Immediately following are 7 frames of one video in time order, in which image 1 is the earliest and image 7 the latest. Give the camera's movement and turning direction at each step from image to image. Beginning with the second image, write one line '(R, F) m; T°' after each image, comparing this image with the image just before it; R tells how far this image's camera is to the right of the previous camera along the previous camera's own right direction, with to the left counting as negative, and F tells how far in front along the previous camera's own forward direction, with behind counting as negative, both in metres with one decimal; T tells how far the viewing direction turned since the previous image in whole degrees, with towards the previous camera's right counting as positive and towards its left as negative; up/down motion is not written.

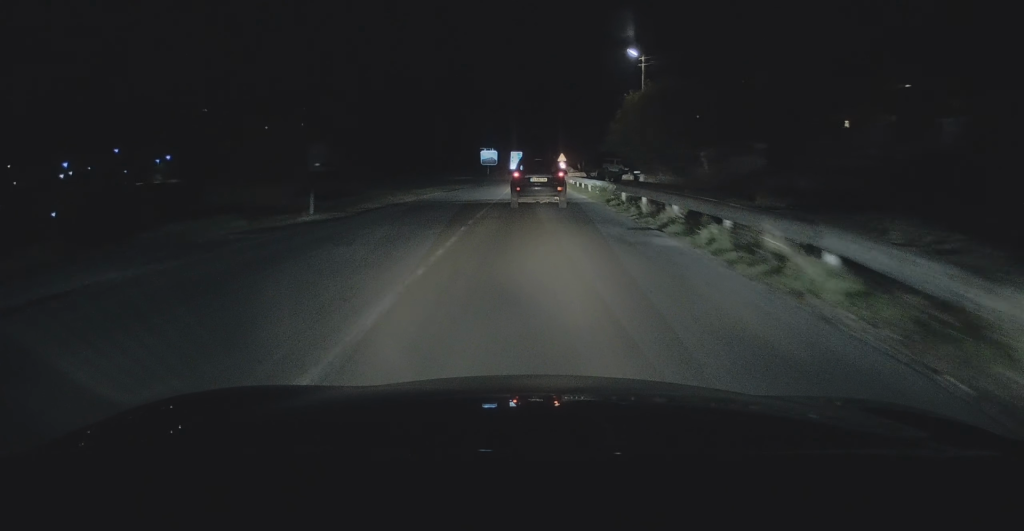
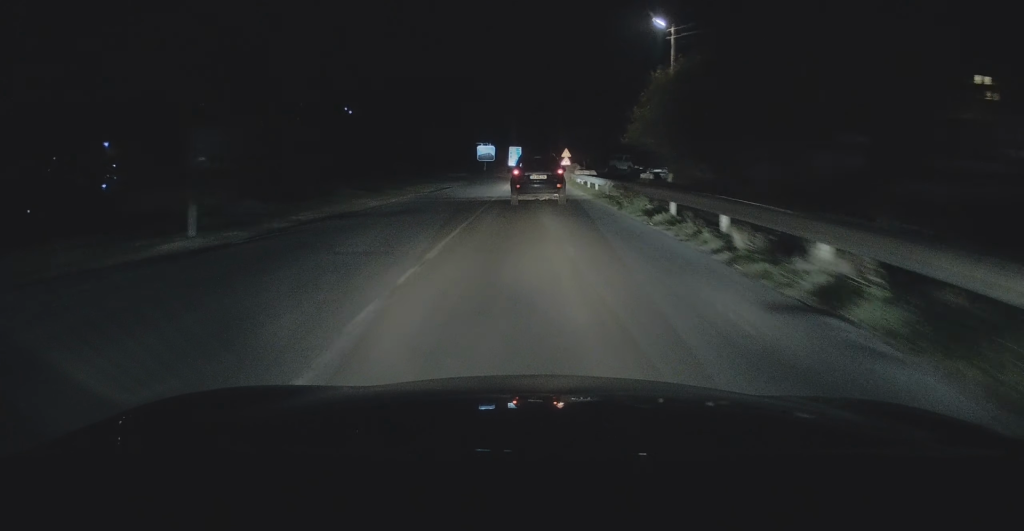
(0.0, +8.0) m; 0°
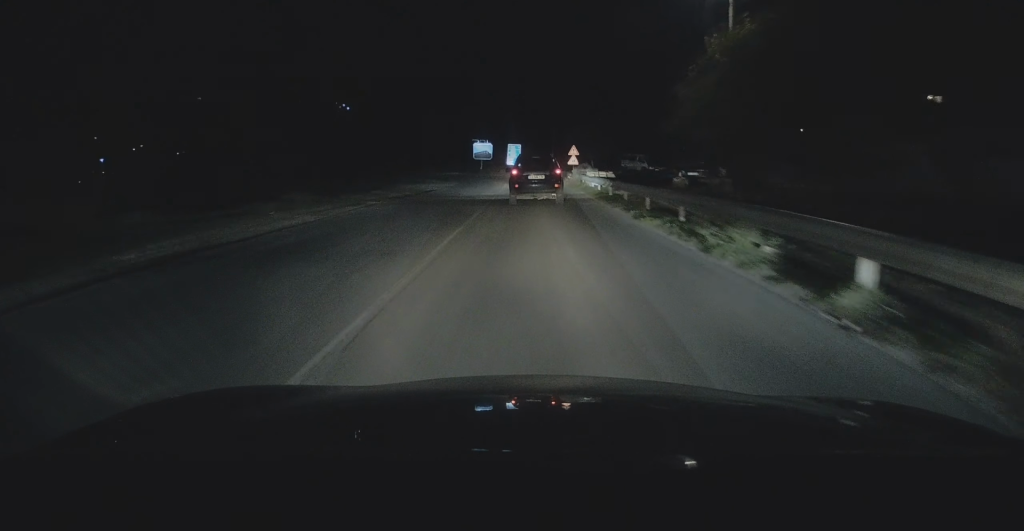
(0.0, +8.7) m; 0°
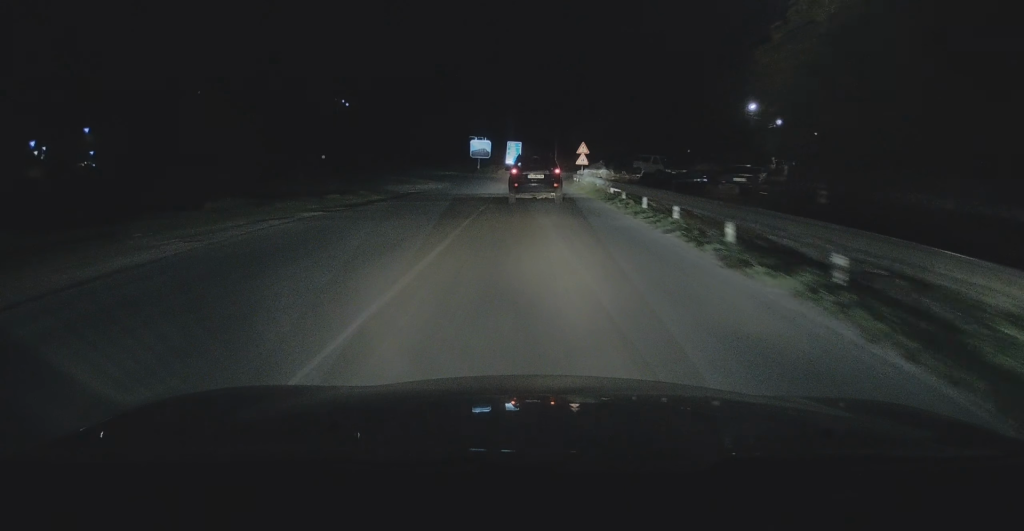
(0.0, +7.8) m; 0°
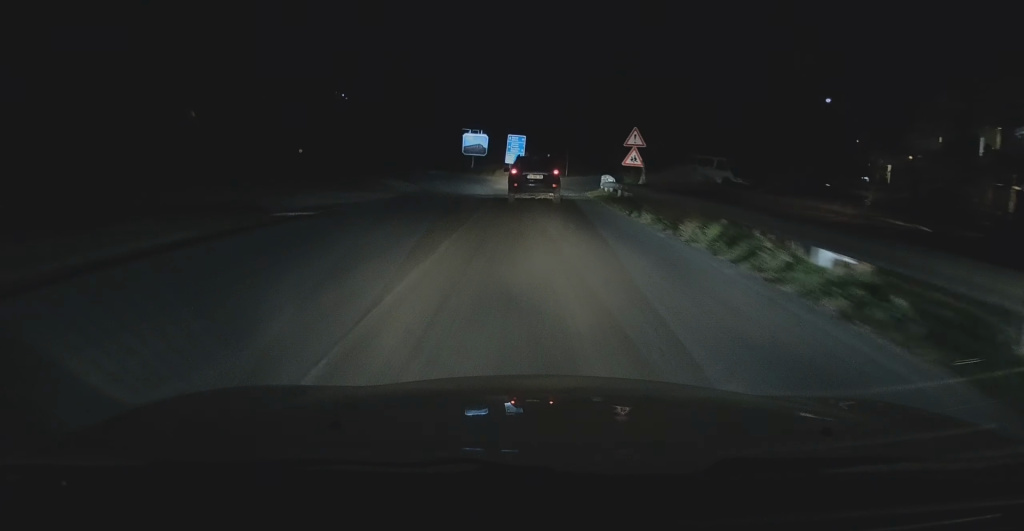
(0.0, +18.6) m; 0°
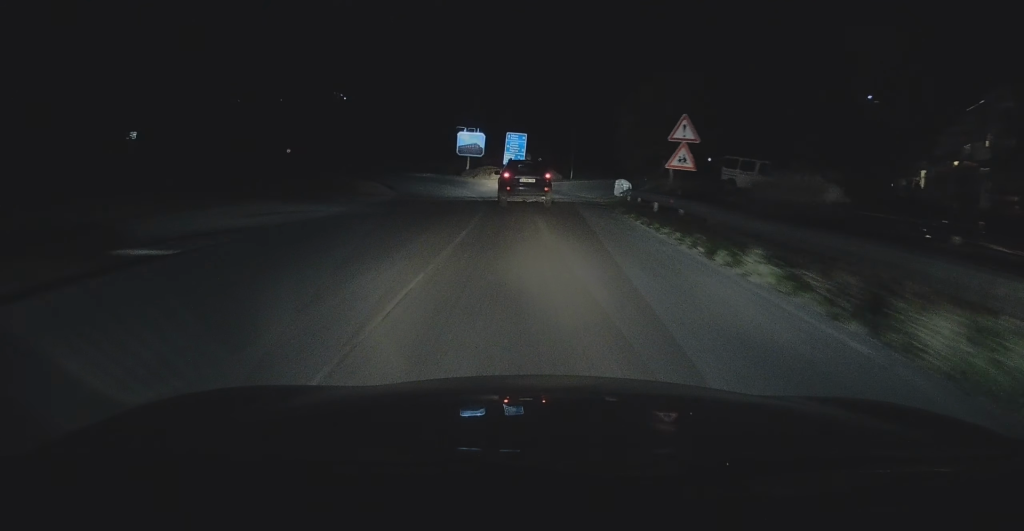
(0.0, +7.9) m; -1°
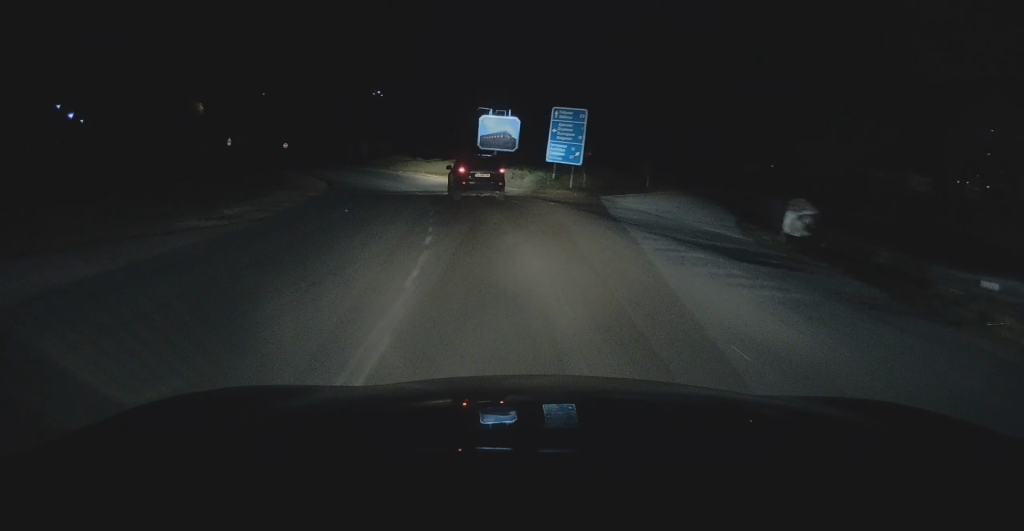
(-0.9, +23.8) m; -7°
